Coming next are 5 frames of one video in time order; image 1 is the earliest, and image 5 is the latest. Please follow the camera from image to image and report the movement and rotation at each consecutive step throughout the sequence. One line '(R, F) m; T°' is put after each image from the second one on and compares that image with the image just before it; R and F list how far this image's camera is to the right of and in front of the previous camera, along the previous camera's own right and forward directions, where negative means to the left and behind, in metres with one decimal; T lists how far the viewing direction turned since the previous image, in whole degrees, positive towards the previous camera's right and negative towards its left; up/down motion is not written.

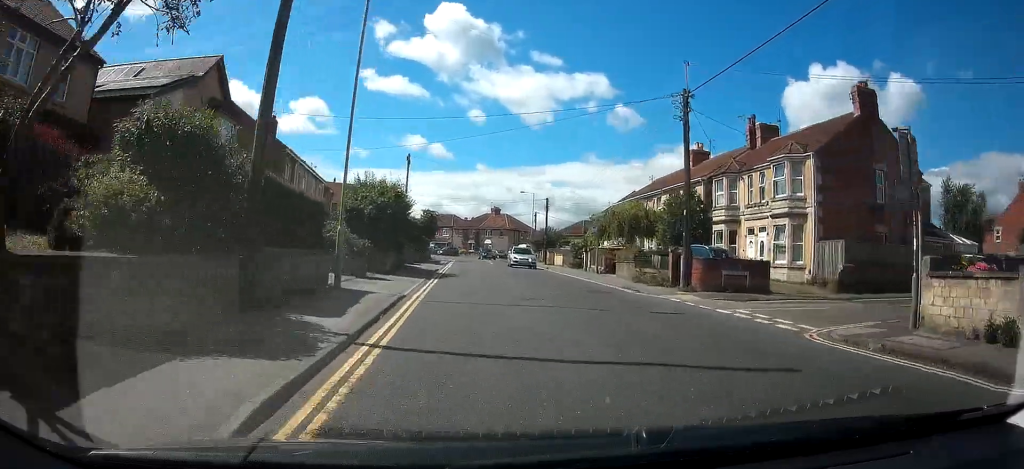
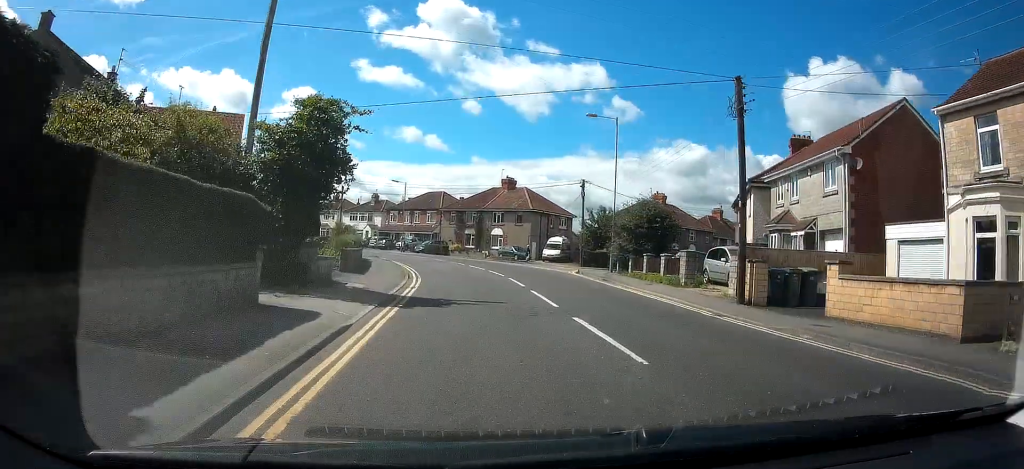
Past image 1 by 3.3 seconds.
(-0.5, +40.8) m; -1°
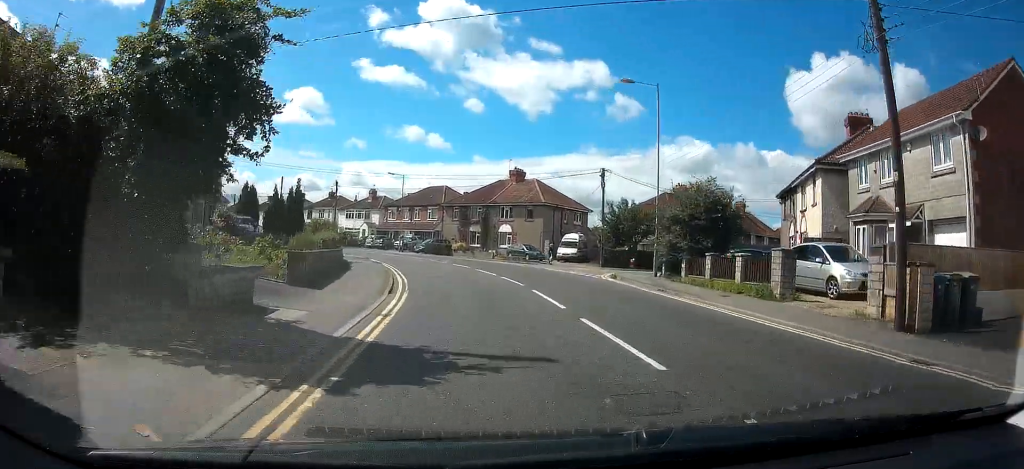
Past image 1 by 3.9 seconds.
(+0.4, +6.4) m; -1°
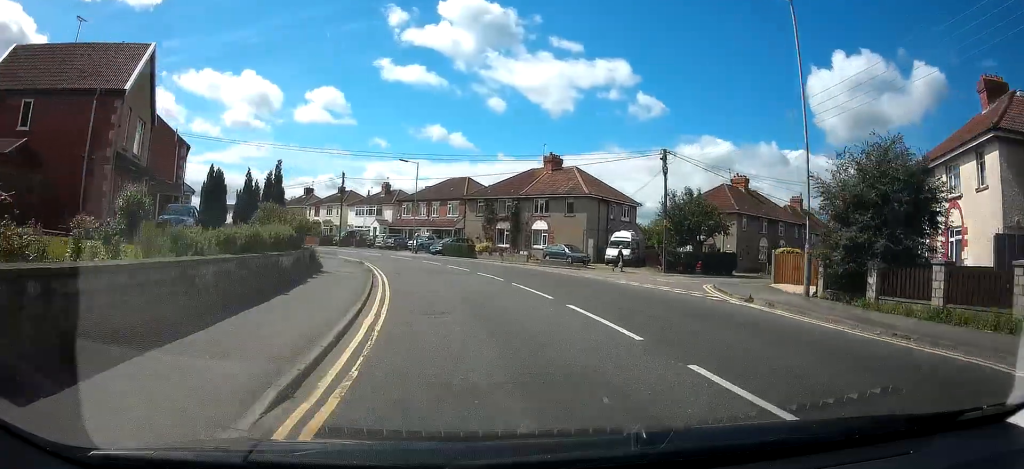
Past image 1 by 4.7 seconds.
(-0.8, +10.0) m; -4°
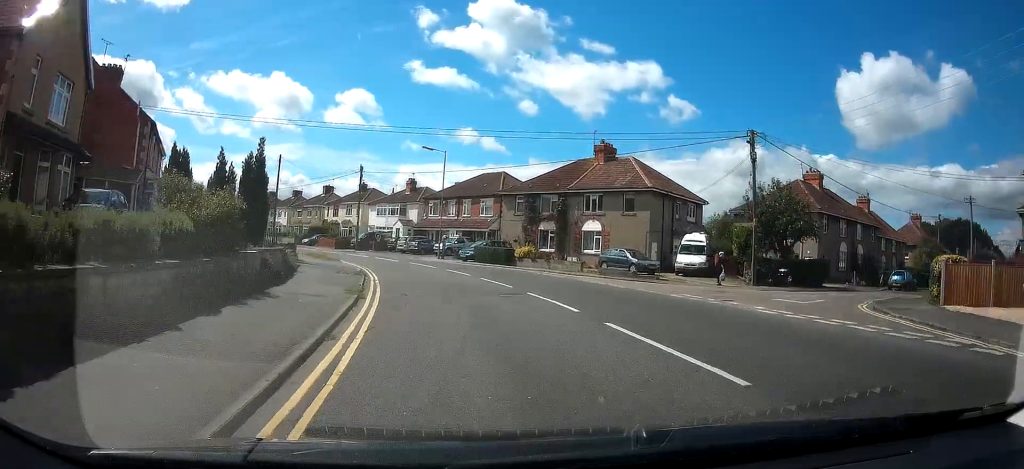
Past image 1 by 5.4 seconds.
(-0.1, +8.4) m; -3°
